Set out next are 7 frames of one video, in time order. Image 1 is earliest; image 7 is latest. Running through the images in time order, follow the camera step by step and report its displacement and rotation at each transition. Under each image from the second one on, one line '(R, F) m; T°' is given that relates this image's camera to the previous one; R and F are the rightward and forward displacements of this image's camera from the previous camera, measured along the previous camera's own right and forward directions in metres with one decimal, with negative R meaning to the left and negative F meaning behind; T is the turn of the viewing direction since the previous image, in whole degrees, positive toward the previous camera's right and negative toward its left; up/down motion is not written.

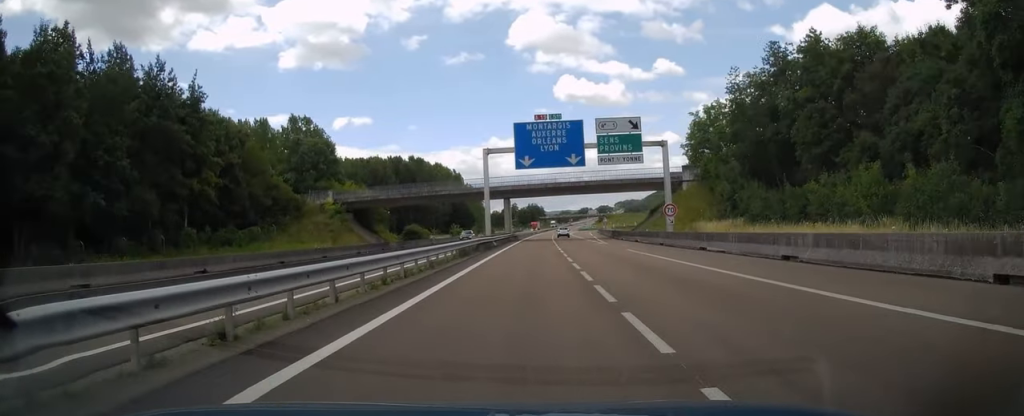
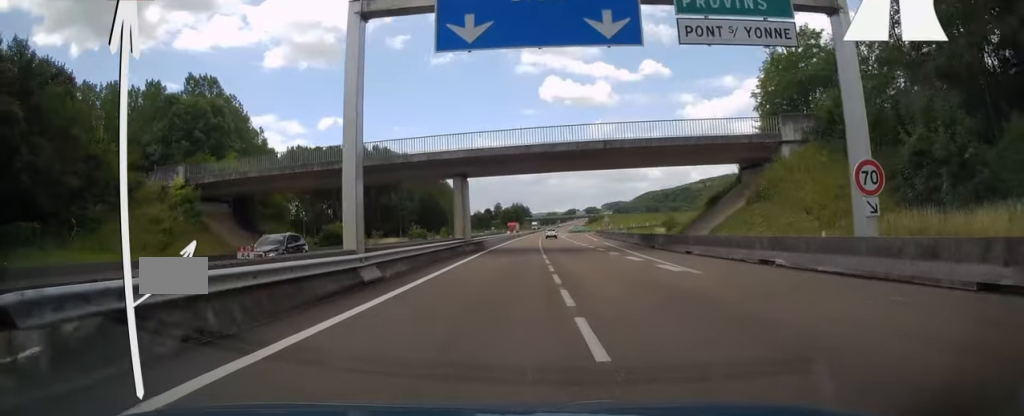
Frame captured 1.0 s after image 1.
(+0.2, +31.4) m; +1°
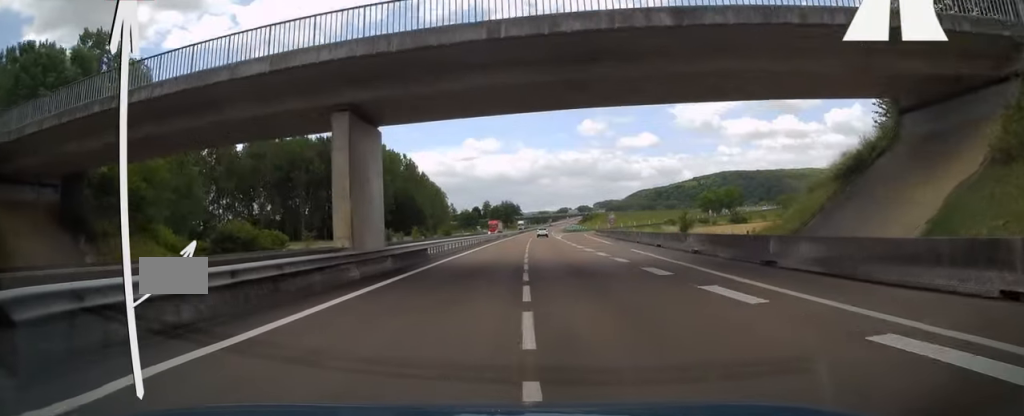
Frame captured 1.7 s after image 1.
(+0.1, +21.4) m; +1°
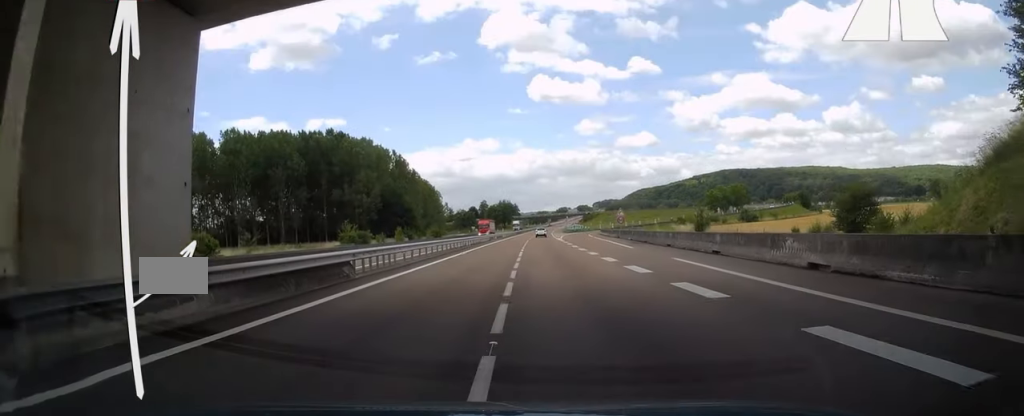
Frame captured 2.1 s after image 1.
(+0.2, +12.2) m; 0°
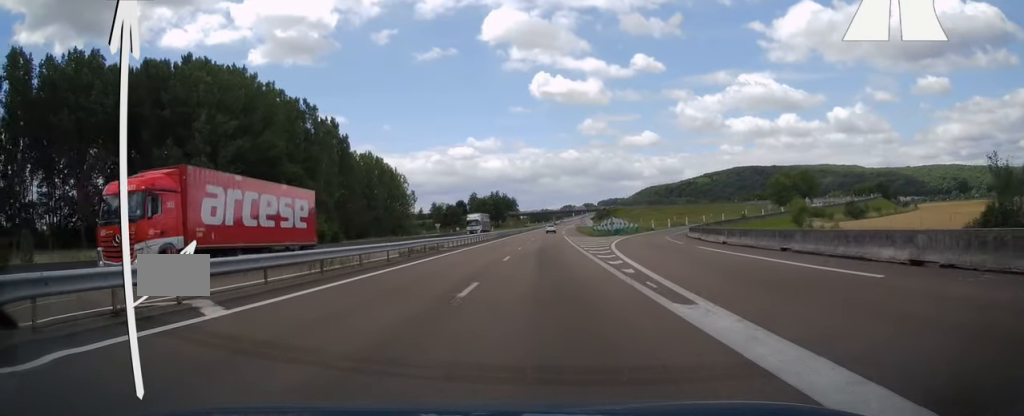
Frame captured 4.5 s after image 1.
(+0.7, +71.7) m; +1°
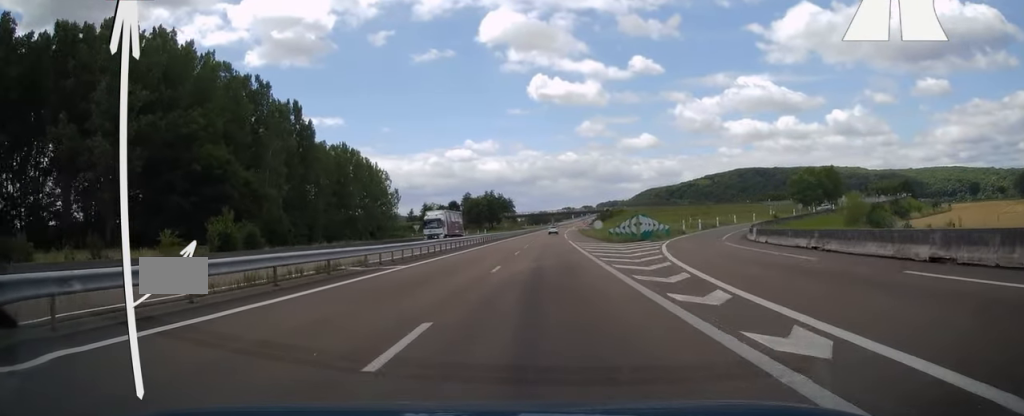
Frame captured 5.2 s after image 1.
(0.0, +19.8) m; 0°
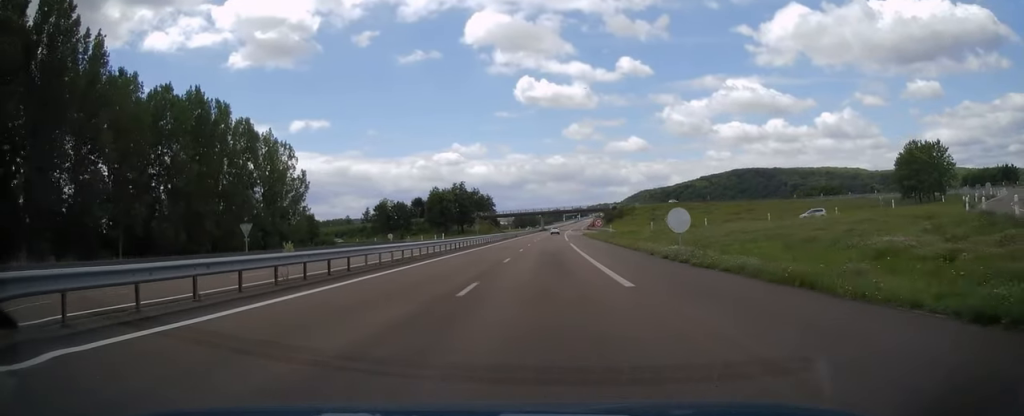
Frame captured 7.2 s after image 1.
(-0.1, +59.9) m; +1°
